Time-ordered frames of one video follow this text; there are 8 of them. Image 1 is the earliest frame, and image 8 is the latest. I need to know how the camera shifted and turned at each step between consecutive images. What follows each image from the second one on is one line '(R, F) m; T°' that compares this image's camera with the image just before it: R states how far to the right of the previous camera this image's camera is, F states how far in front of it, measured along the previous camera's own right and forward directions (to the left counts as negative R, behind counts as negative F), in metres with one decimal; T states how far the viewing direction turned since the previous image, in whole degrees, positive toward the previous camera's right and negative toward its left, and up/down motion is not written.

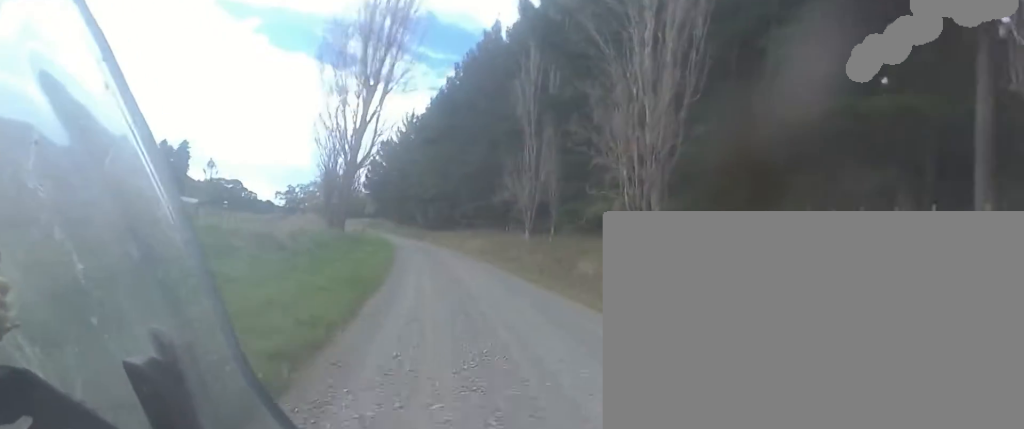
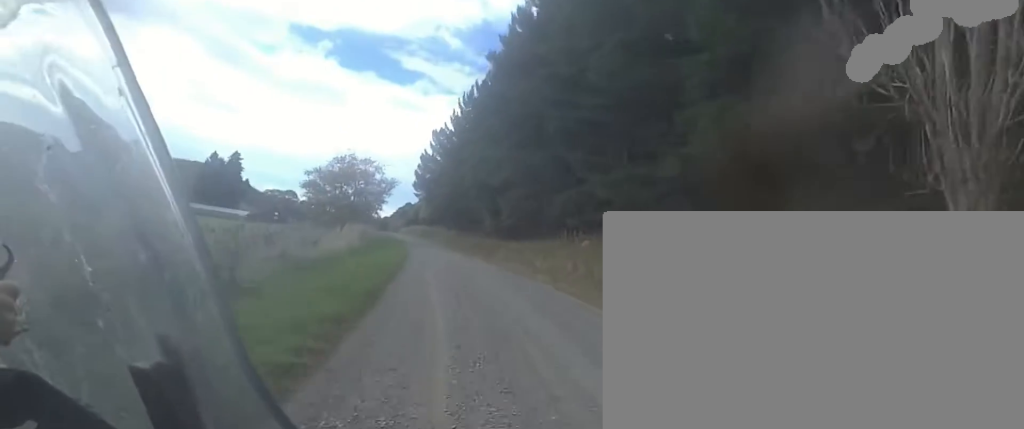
(-4.0, +26.3) m; -10°
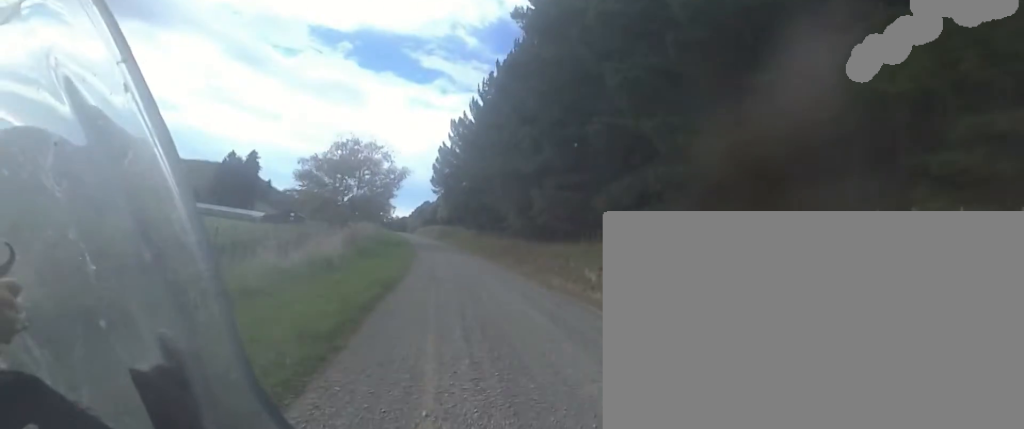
(+0.1, +8.5) m; +3°
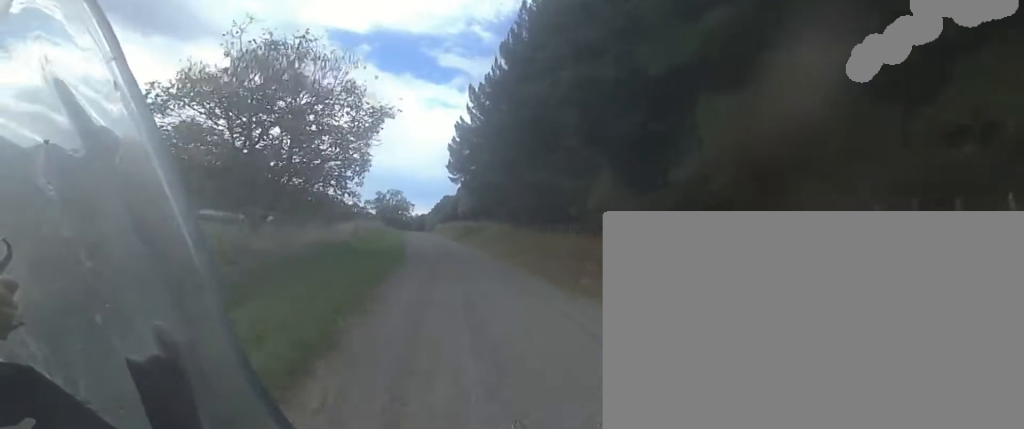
(+1.1, +18.0) m; +1°
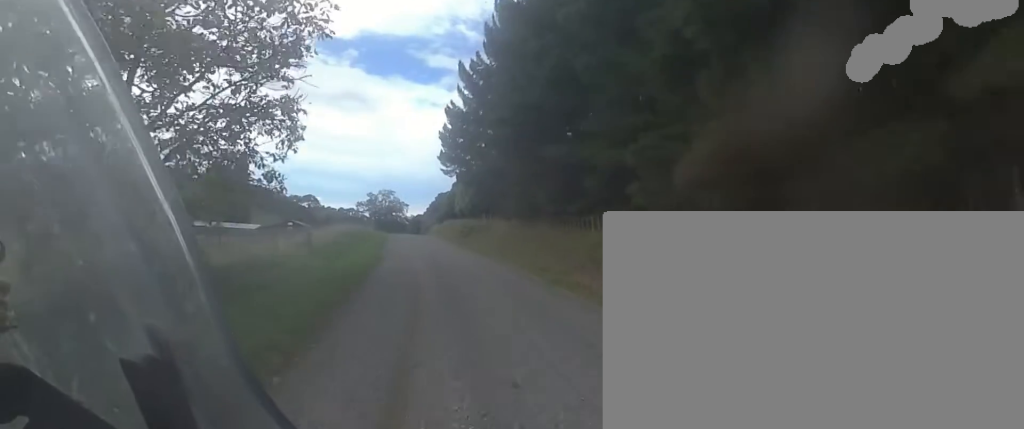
(-0.4, +8.3) m; -3°
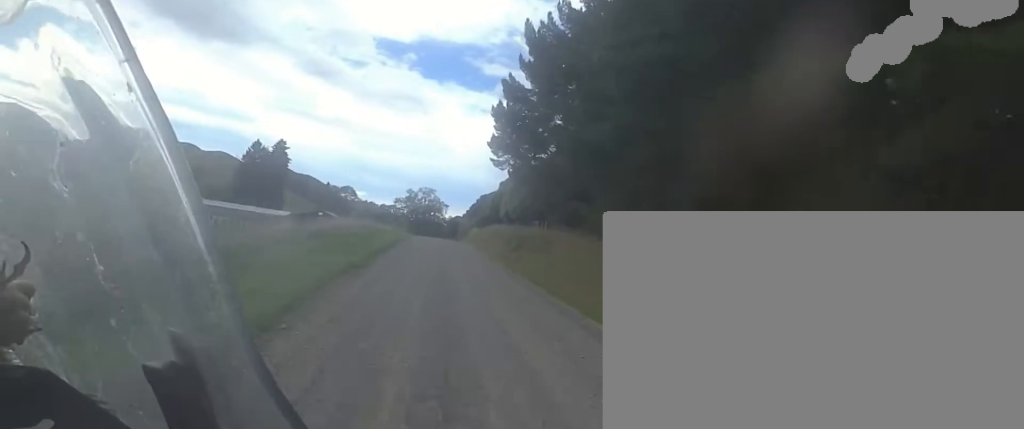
(-1.0, +14.6) m; -7°
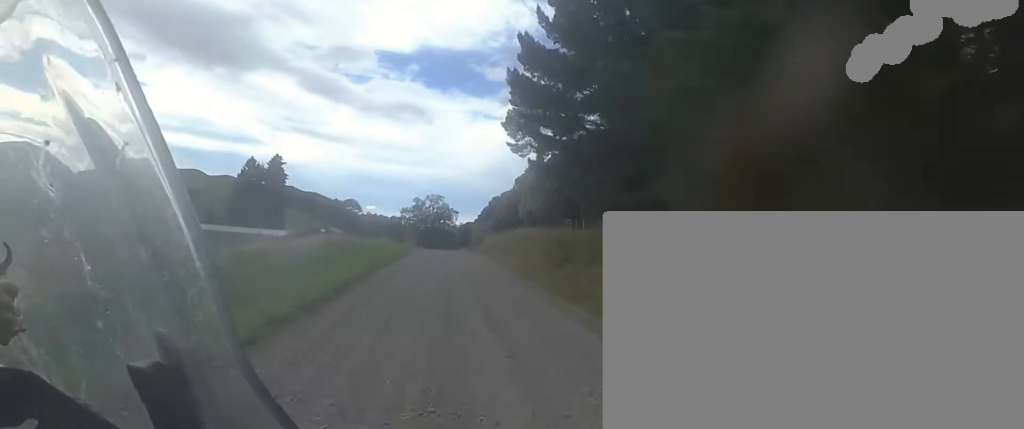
(-0.4, +11.7) m; -3°
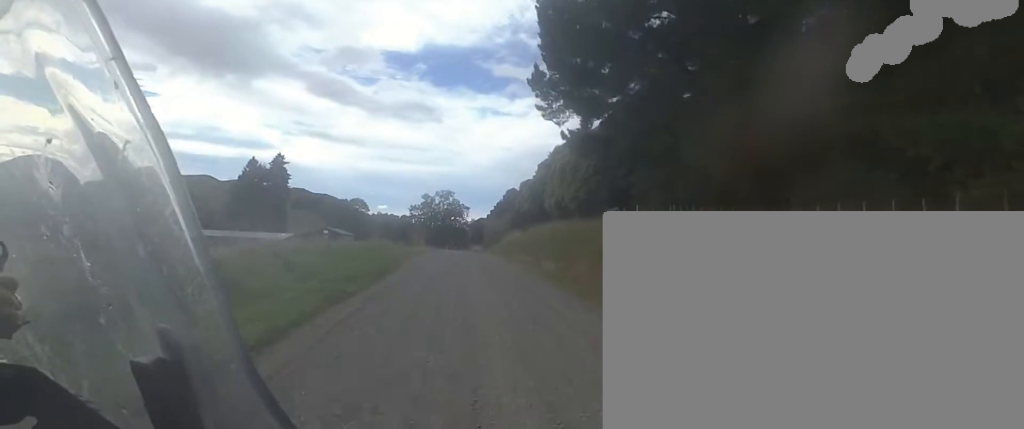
(-0.7, +9.3) m; 0°
